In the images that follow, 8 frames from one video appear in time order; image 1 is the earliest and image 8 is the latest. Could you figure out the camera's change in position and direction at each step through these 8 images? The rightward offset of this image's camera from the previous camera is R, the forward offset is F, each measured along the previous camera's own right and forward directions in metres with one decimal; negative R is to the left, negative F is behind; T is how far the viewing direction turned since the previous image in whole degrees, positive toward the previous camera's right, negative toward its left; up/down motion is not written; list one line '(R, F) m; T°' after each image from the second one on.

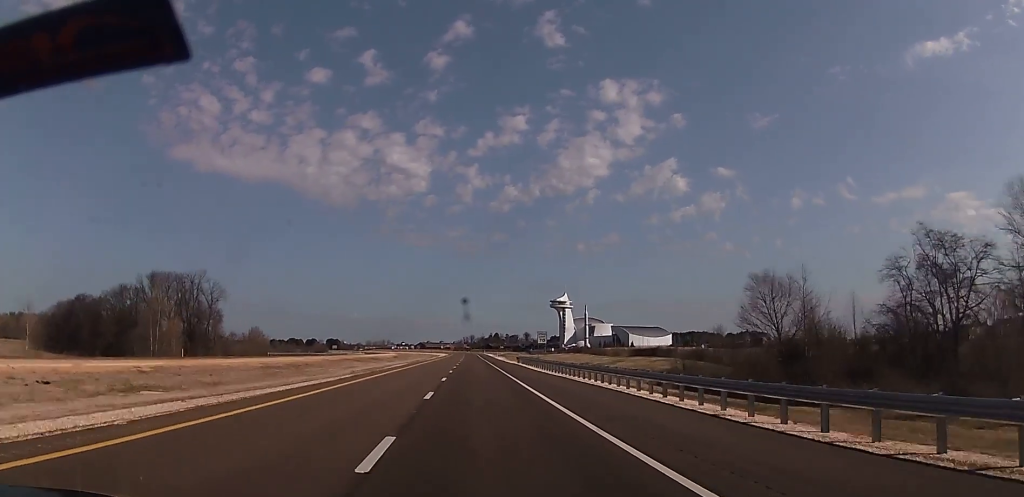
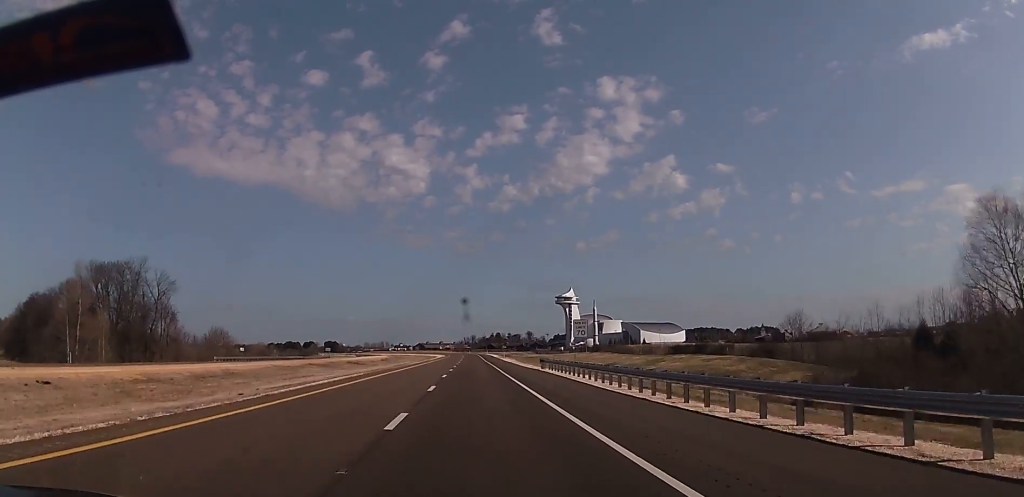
(+0.3, +32.0) m; +1°
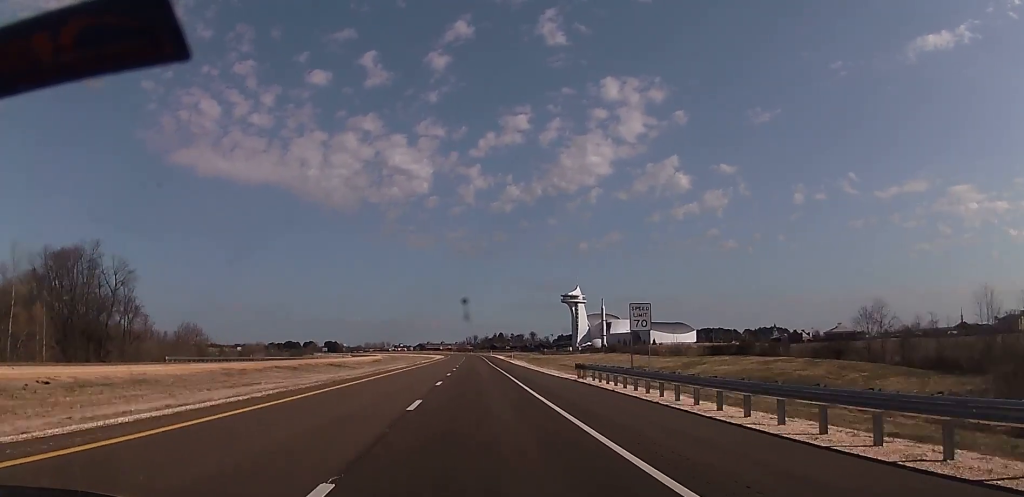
(+0.1, +20.2) m; 0°
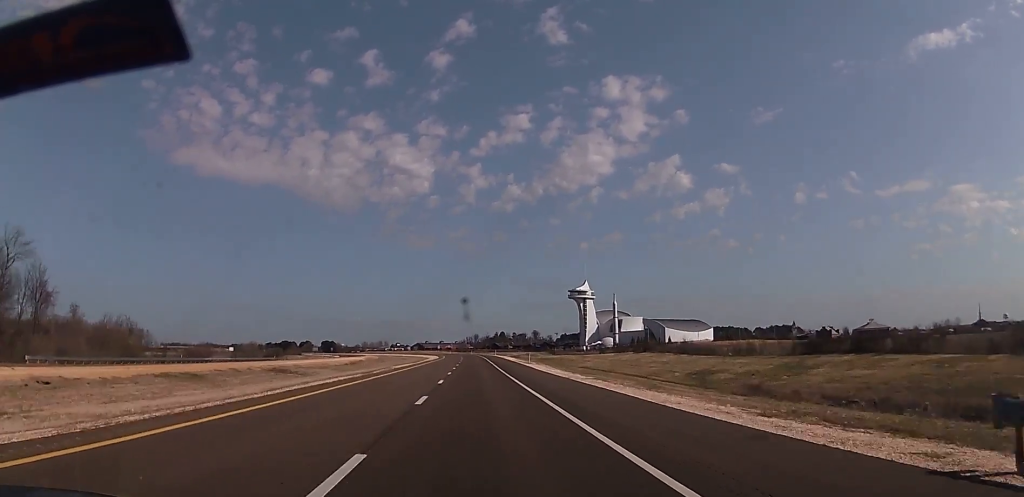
(0.0, +34.4) m; -1°
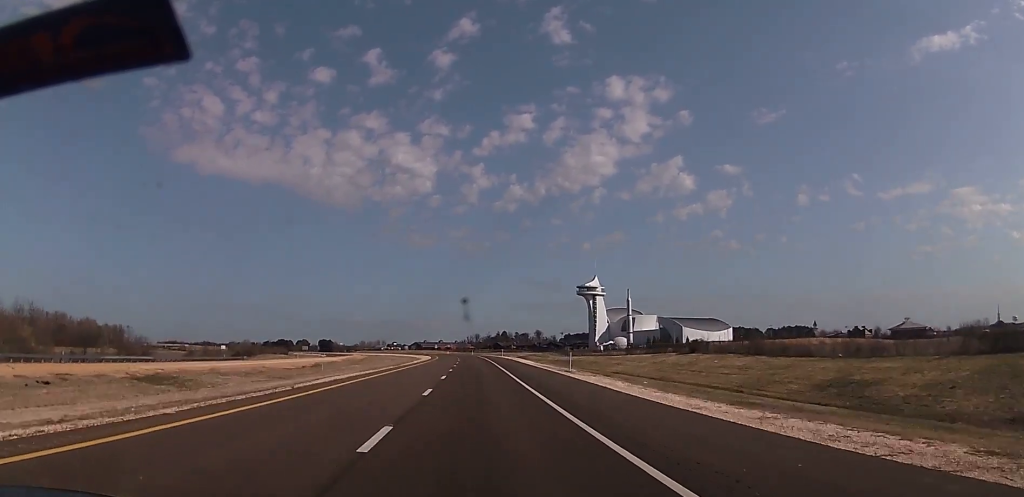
(-0.3, +33.1) m; 0°
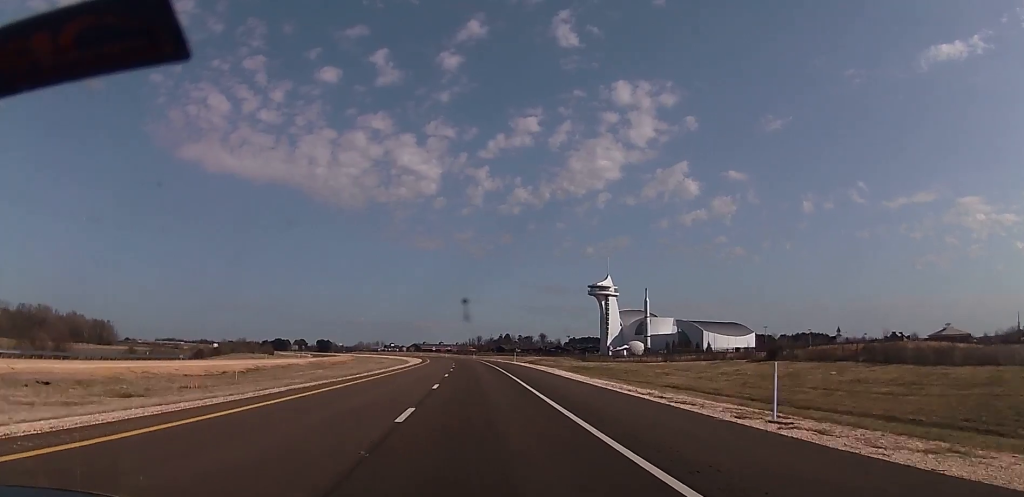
(0.0, +31.9) m; 0°
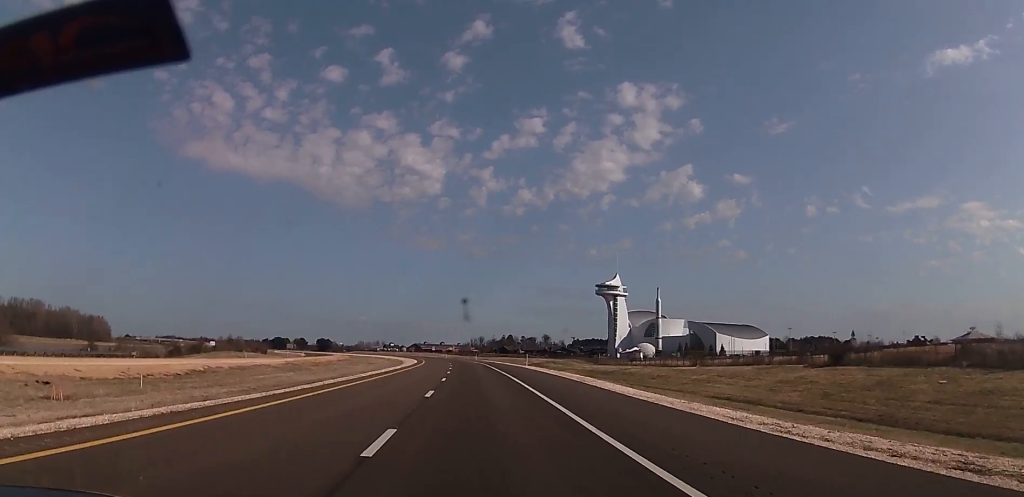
(+0.1, +16.5) m; 0°
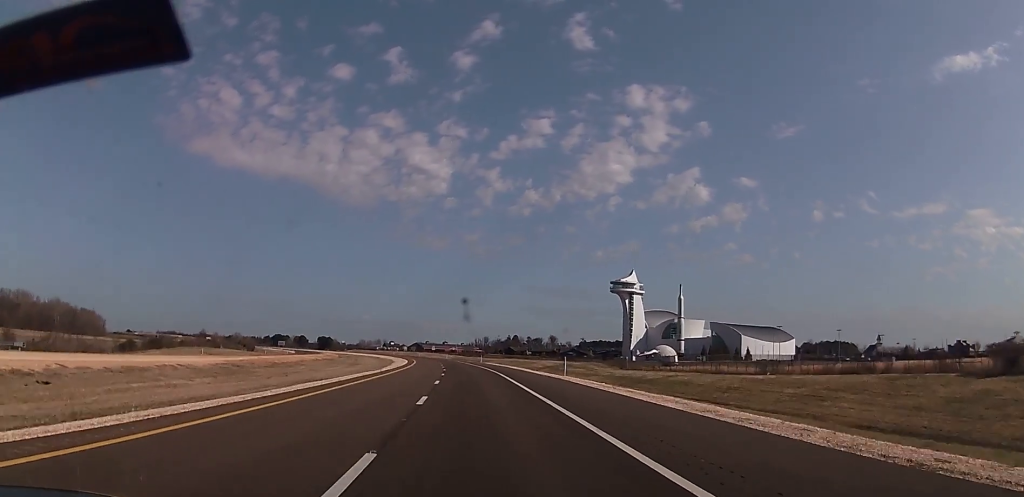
(+0.1, +27.1) m; 0°
